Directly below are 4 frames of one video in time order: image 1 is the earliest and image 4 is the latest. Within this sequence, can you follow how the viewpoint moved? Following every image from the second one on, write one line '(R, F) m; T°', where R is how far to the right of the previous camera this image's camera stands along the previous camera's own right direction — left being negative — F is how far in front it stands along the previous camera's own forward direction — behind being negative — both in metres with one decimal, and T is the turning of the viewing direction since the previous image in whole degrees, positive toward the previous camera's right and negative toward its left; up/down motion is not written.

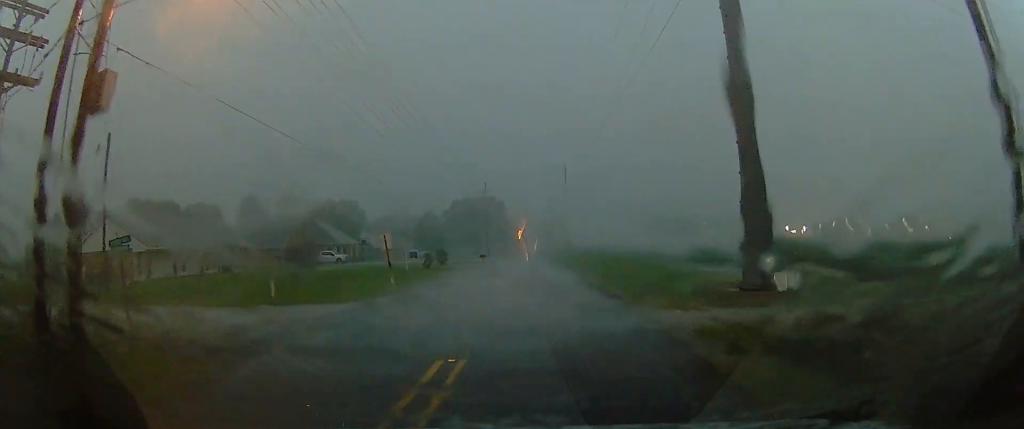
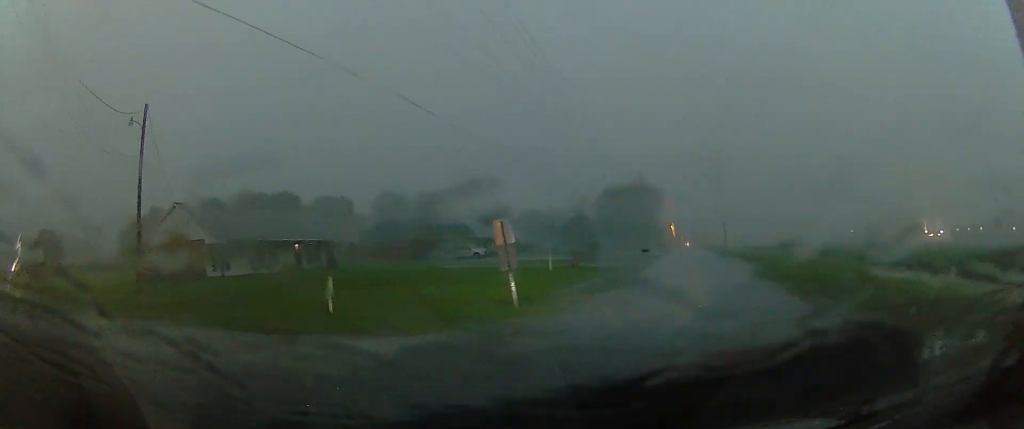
(0.0, +9.3) m; -11°
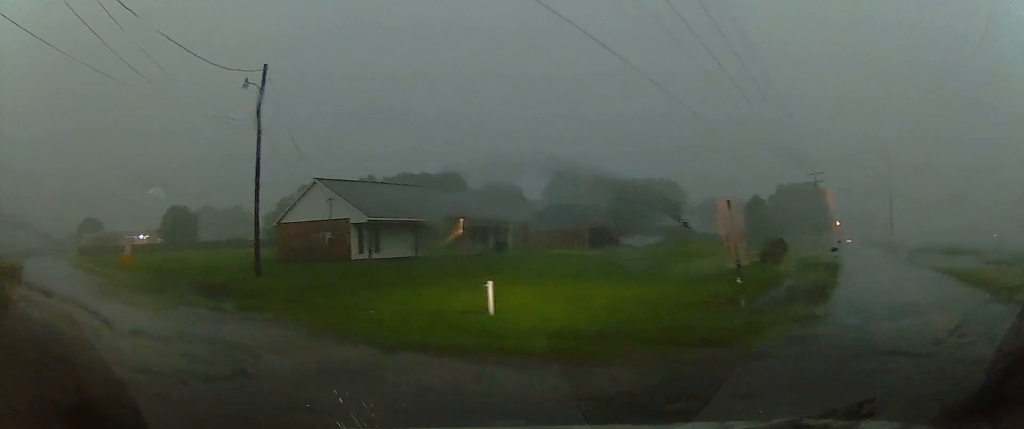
(+0.2, +4.2) m; -16°
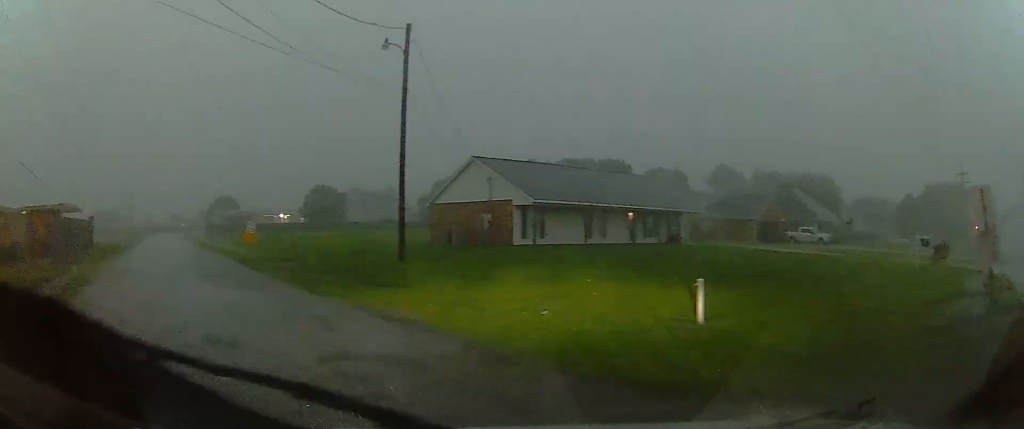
(-1.1, +2.6) m; -19°
